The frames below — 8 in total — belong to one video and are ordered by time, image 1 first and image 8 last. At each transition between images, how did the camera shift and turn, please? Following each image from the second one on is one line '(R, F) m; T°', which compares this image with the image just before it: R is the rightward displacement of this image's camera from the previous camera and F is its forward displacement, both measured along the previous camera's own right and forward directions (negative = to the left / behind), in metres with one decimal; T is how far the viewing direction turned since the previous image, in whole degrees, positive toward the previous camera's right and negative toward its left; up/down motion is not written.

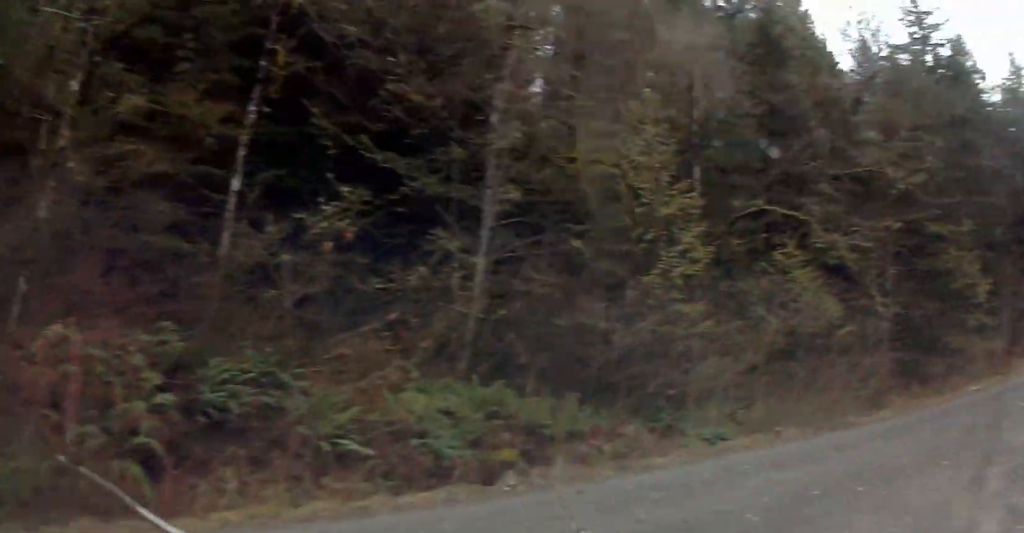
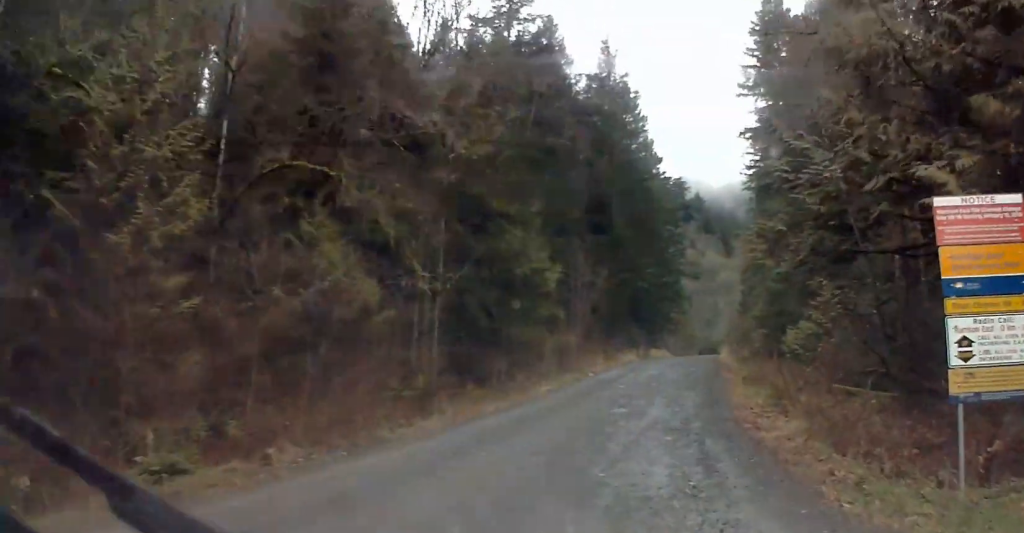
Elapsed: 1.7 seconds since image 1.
(+2.0, +5.9) m; +19°
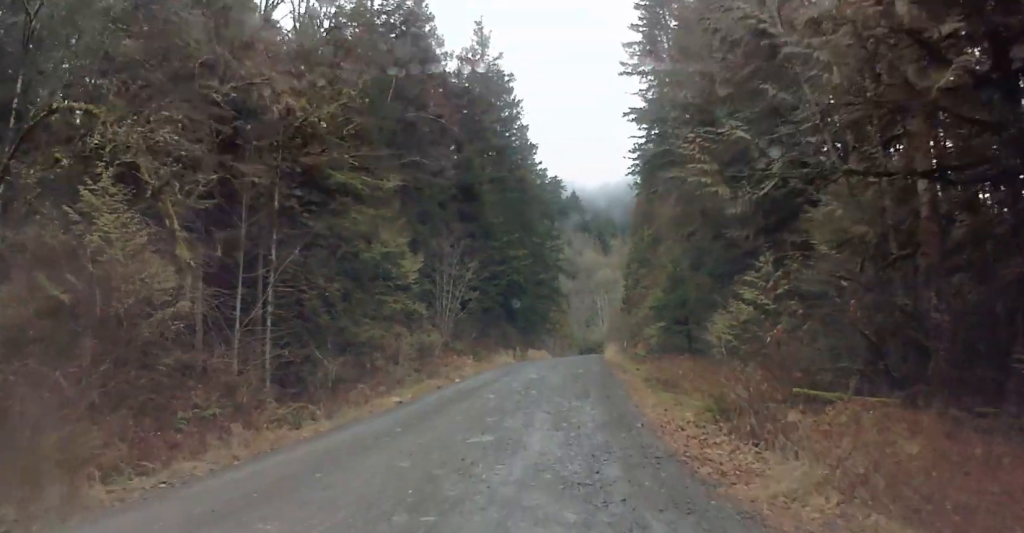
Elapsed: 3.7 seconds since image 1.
(0.0, +7.9) m; -3°
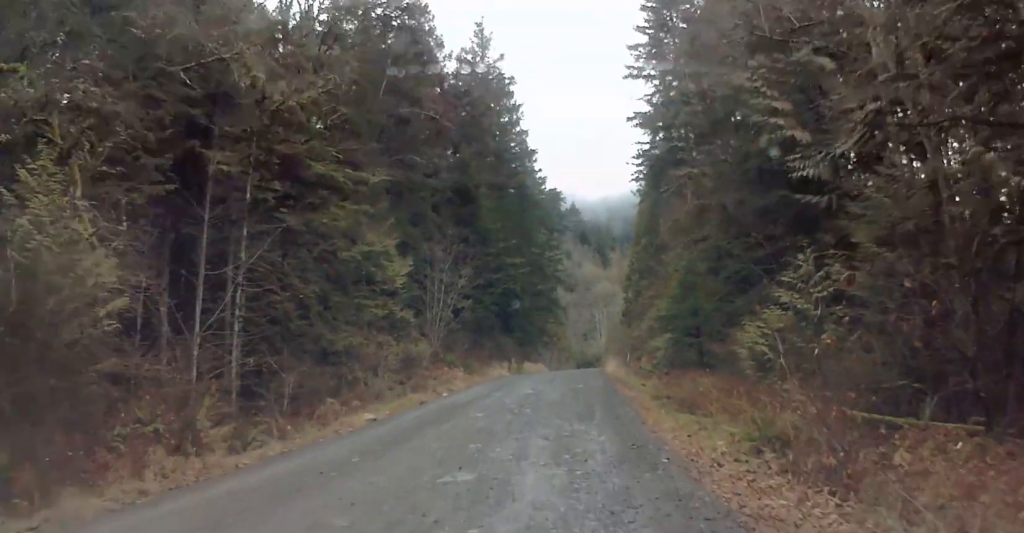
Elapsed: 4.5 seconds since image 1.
(-0.1, +4.1) m; 0°
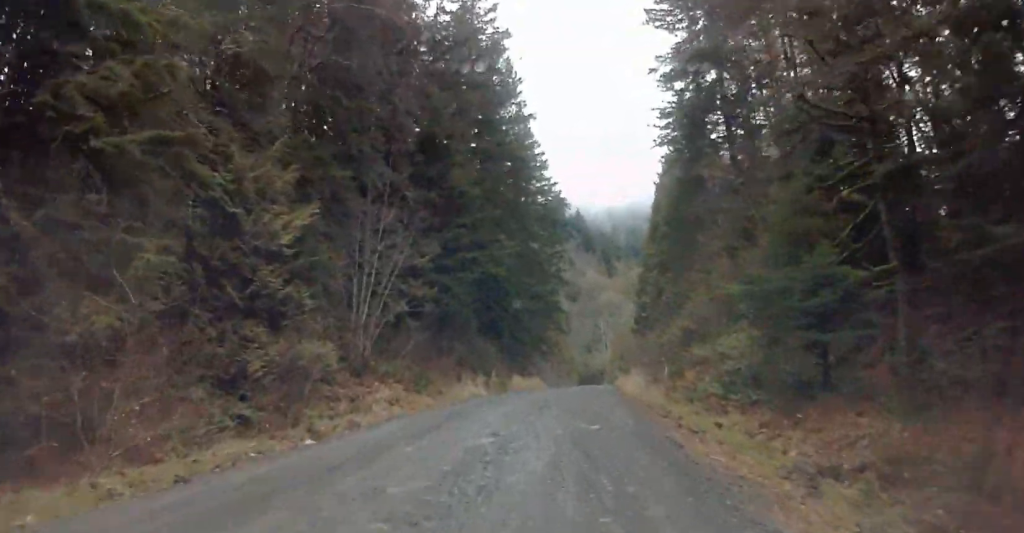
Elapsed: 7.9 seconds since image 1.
(+0.3, +17.9) m; +1°
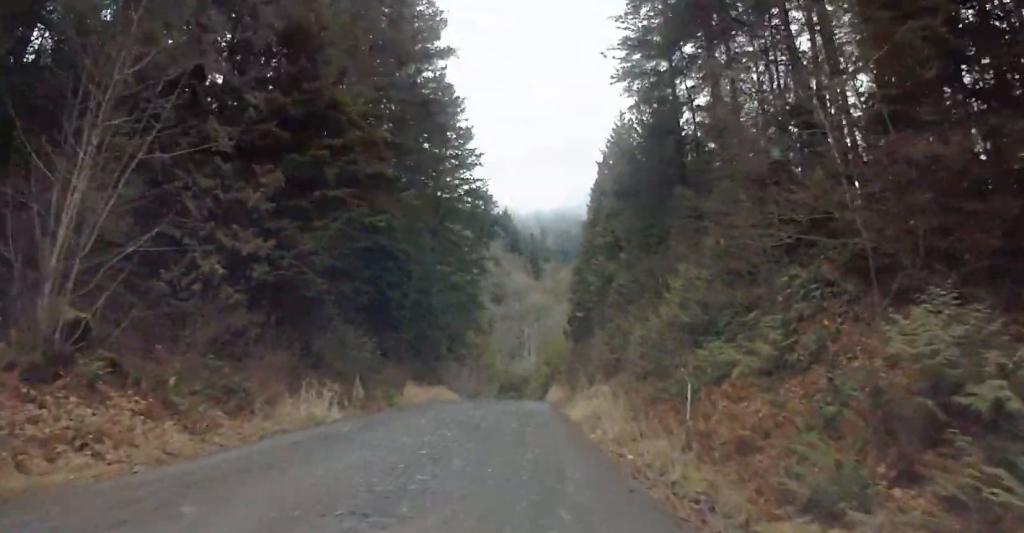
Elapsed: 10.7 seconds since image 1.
(+0.3, +16.4) m; +5°
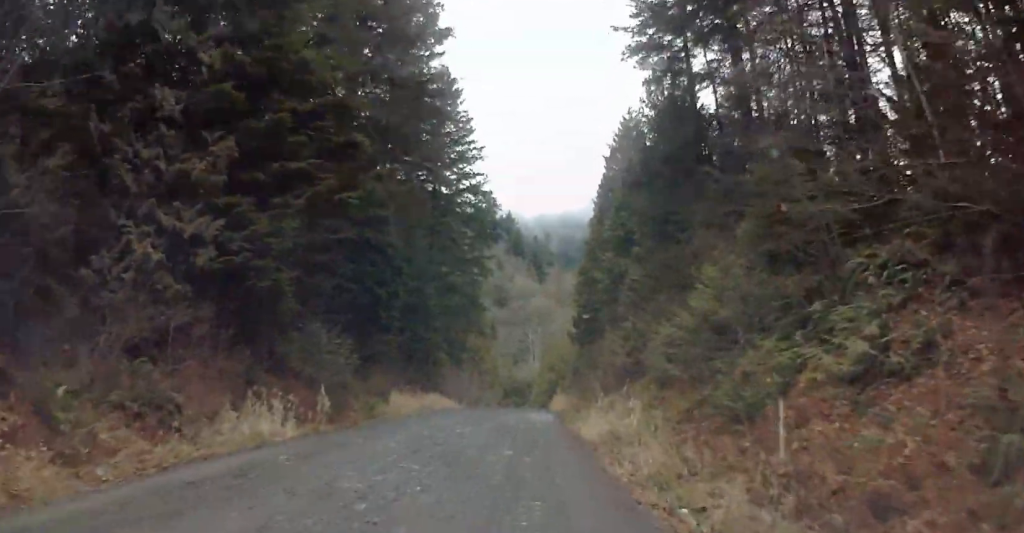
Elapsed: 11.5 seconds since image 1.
(+0.2, +5.3) m; +2°
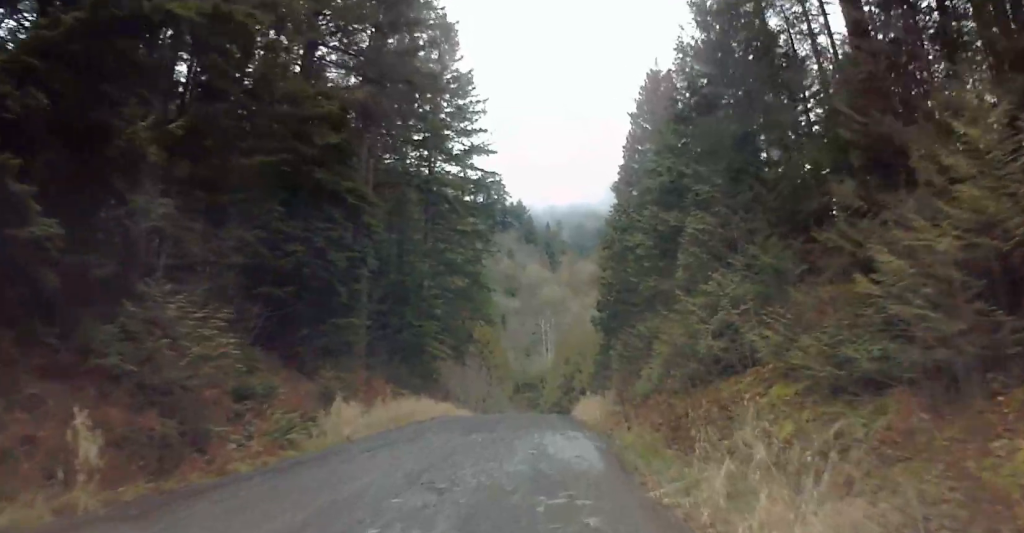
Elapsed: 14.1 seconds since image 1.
(+0.2, +15.0) m; +1°
